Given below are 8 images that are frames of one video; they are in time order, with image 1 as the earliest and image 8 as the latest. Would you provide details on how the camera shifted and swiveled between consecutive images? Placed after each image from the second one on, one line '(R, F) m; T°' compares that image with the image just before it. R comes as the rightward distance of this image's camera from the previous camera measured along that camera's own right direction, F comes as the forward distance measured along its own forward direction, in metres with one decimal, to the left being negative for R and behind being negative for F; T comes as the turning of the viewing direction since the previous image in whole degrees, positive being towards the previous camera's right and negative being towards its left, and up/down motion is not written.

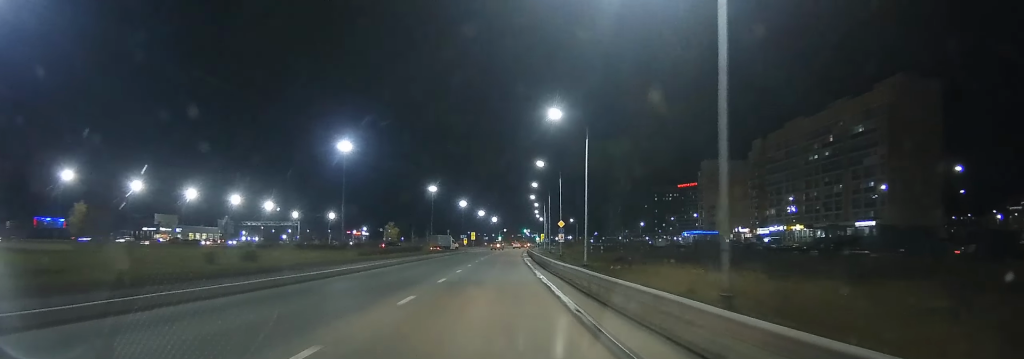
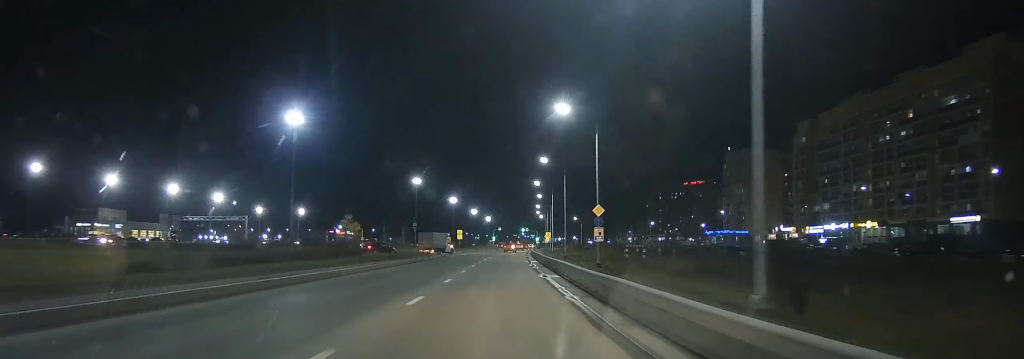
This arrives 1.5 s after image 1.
(+0.2, +31.6) m; +1°
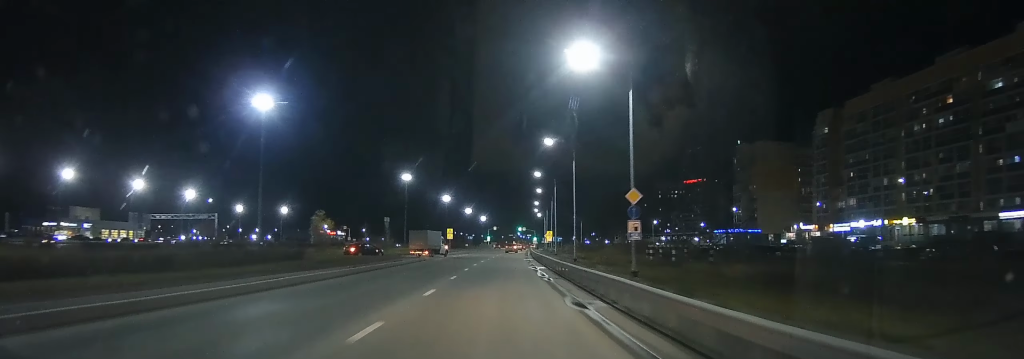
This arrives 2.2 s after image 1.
(0.0, +15.0) m; 0°
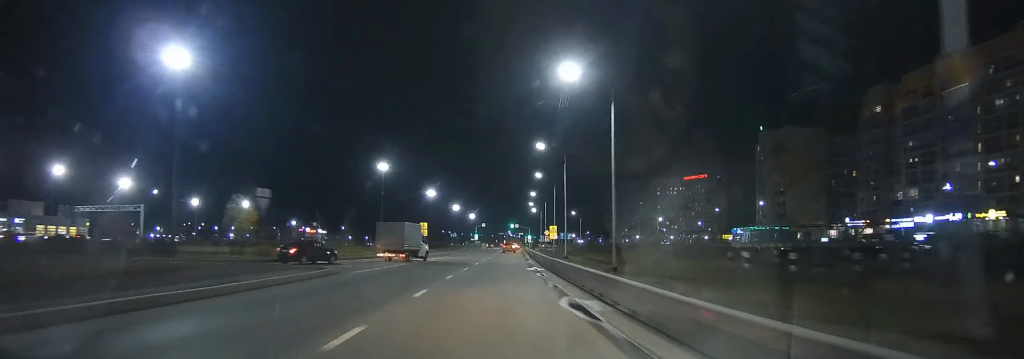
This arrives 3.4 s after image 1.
(+0.1, +27.3) m; +1°
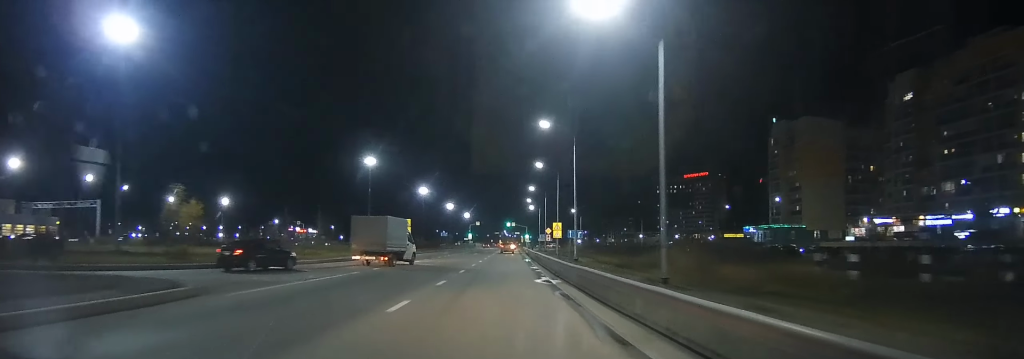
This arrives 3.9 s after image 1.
(+0.1, +12.3) m; +1°
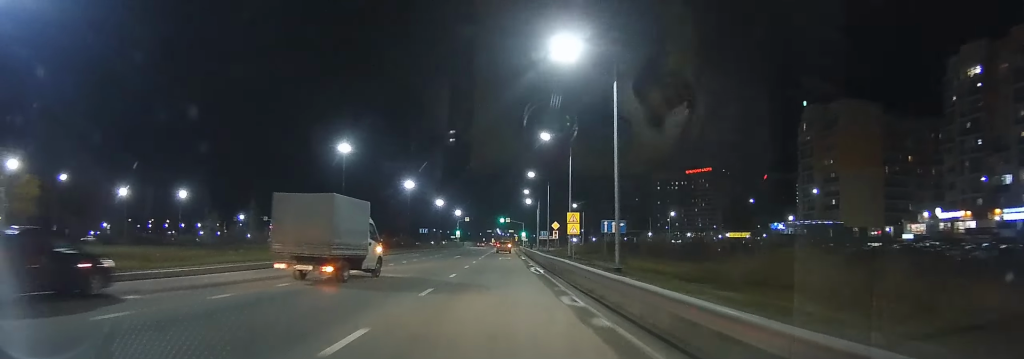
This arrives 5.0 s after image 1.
(+0.2, +21.5) m; +1°
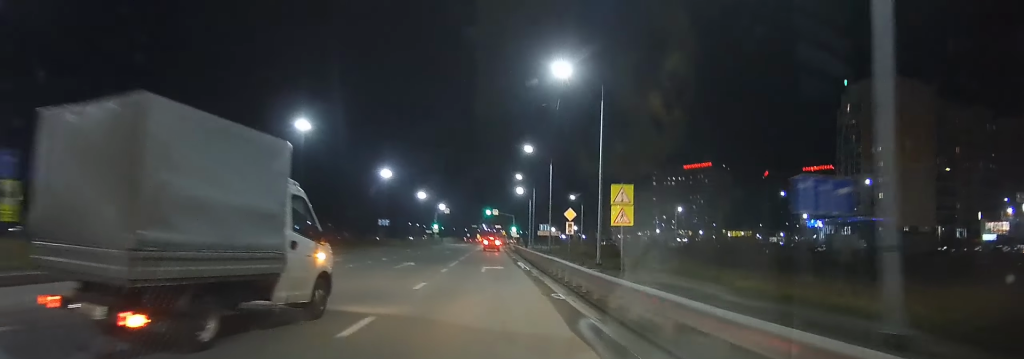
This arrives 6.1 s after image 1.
(+0.3, +21.8) m; +1°
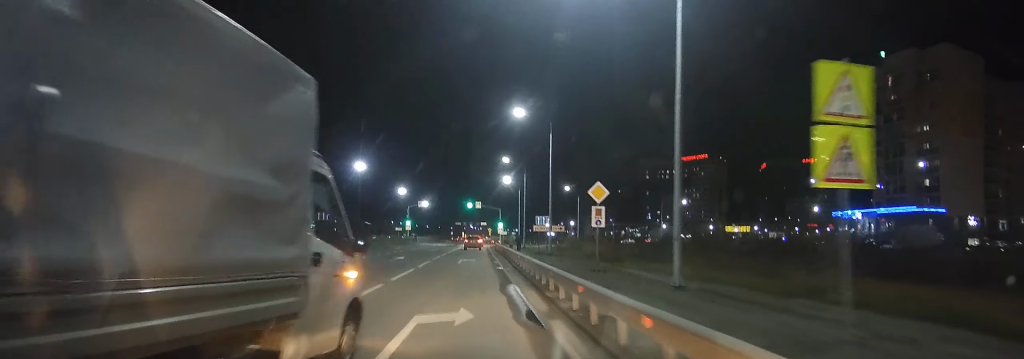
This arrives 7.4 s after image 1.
(+0.1, +17.9) m; 0°
